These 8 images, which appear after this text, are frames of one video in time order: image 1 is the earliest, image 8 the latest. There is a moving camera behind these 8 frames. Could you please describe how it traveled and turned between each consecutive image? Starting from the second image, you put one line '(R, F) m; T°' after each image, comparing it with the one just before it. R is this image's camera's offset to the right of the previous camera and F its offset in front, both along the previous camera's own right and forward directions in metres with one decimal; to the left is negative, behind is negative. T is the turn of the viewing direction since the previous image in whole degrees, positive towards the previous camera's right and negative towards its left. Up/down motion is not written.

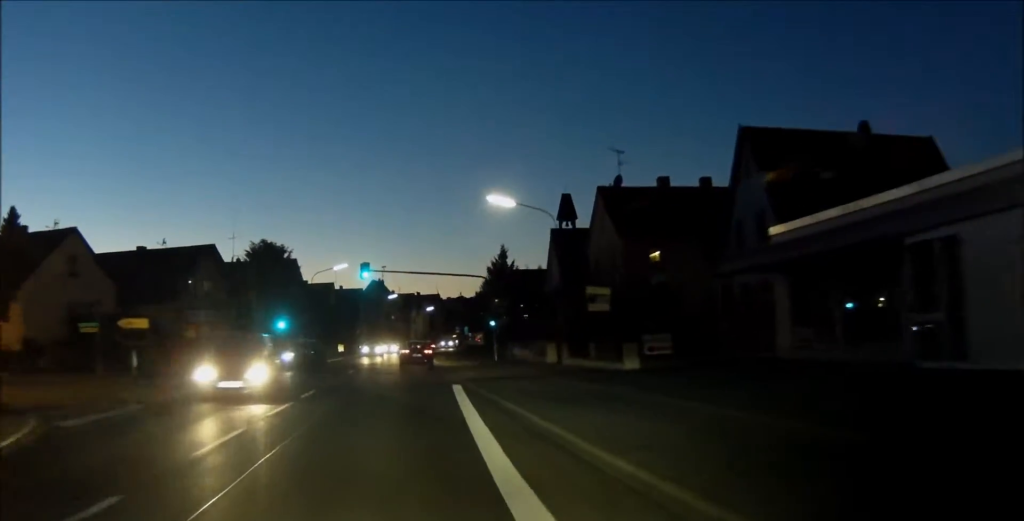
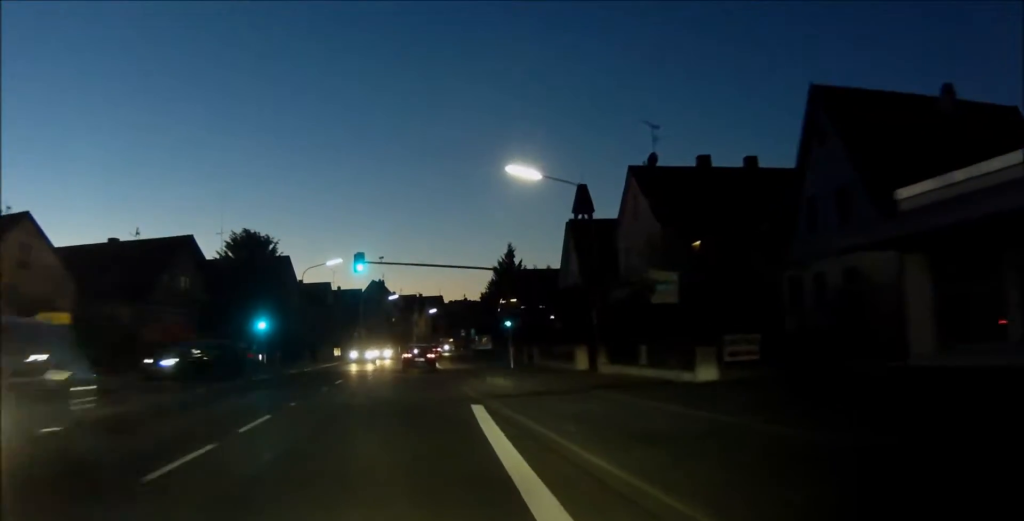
(-0.3, +7.7) m; -2°
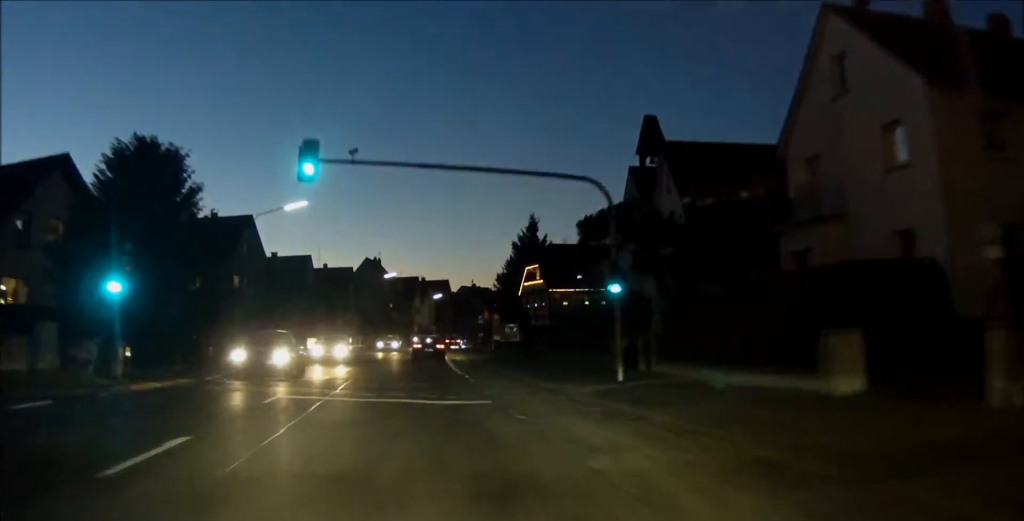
(-0.4, +24.4) m; +1°
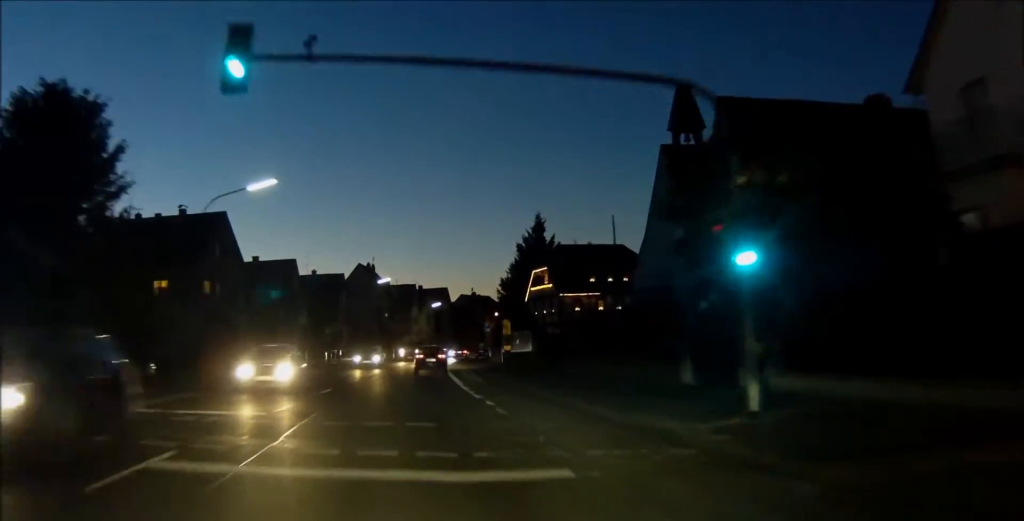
(+0.1, +9.2) m; +2°
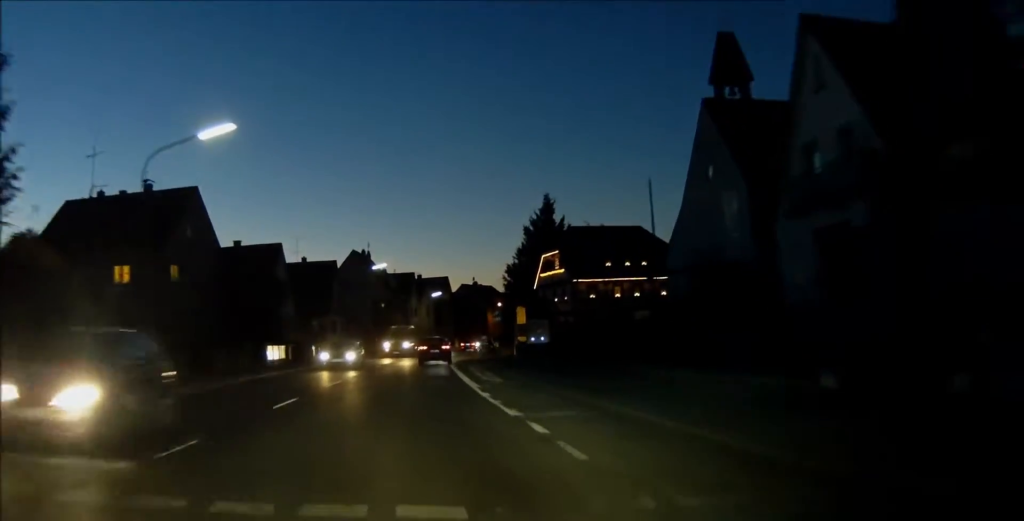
(+0.4, +8.3) m; 0°
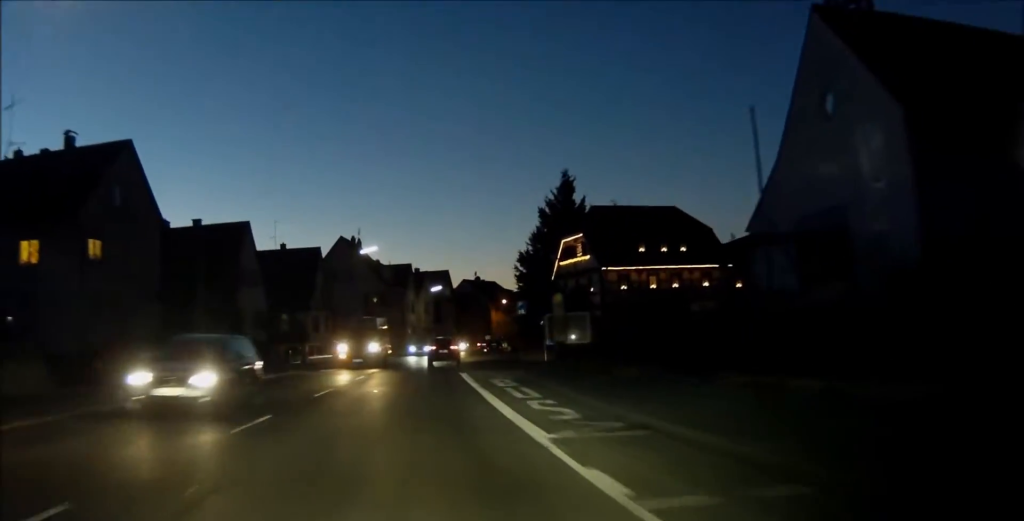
(-0.5, +13.7) m; 0°
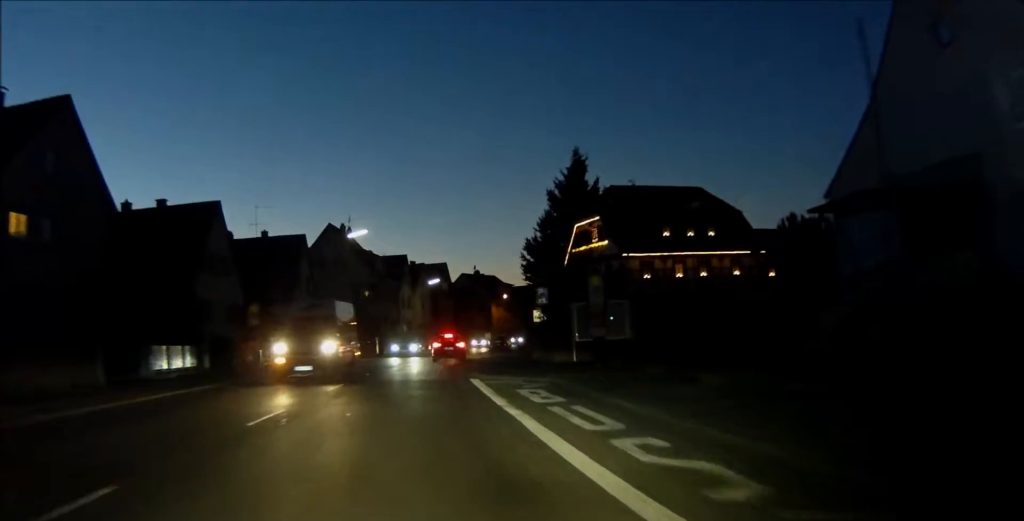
(+0.4, +8.4) m; 0°
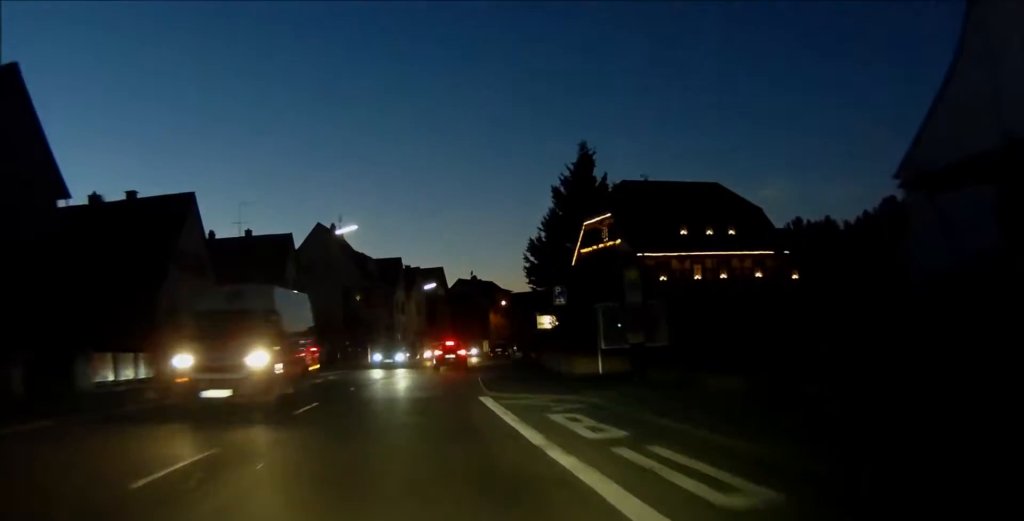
(+0.1, +5.4) m; 0°
